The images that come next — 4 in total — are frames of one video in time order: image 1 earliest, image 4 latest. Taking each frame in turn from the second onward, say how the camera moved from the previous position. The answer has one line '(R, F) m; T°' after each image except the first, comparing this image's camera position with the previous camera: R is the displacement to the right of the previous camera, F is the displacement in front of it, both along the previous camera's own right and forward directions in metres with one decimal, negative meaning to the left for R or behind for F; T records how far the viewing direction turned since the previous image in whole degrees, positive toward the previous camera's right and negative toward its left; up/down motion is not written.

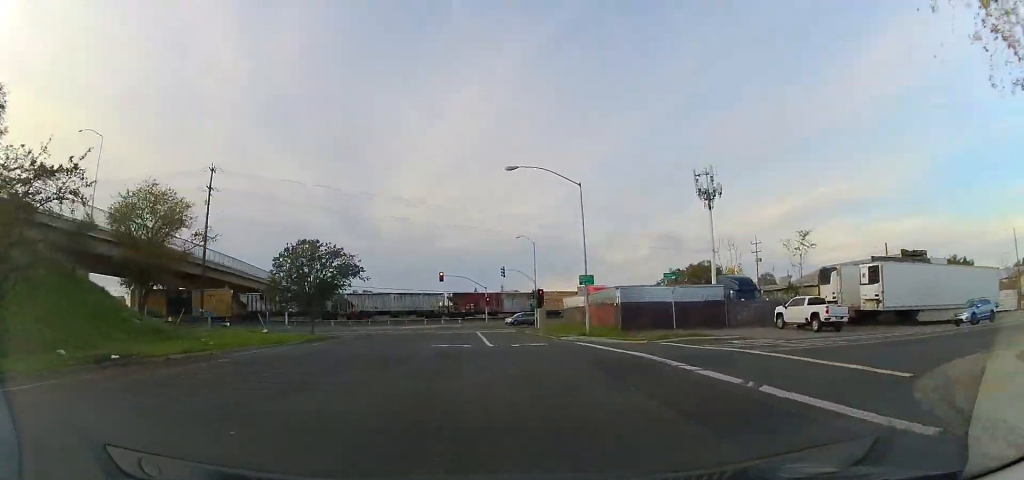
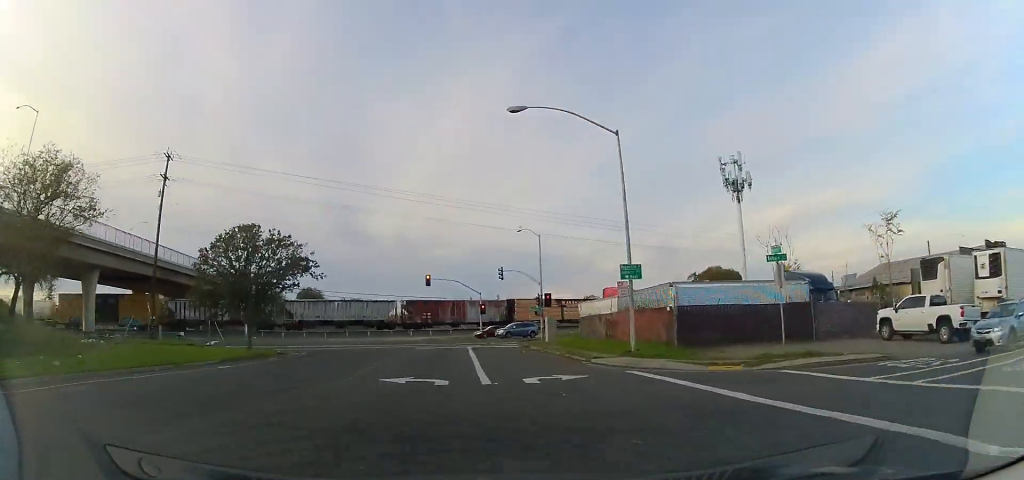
(+0.3, +11.8) m; +1°
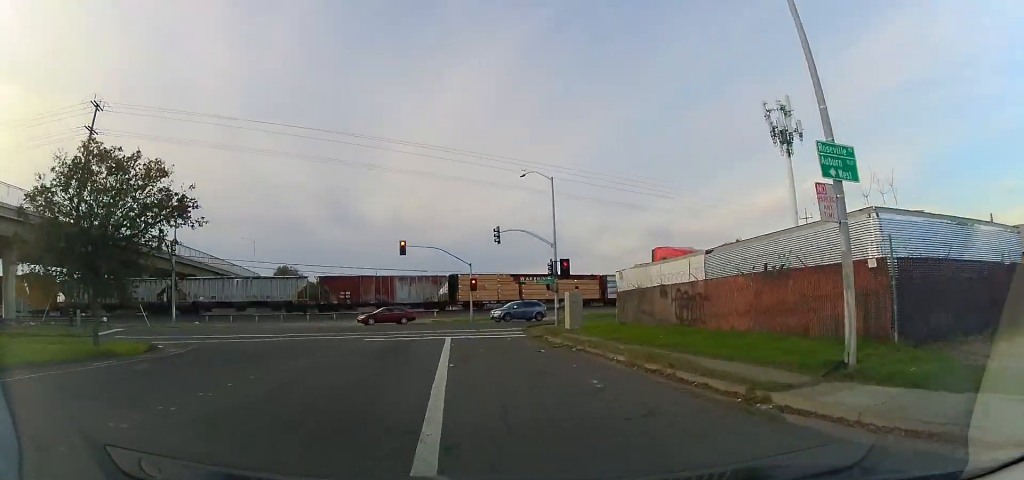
(0.0, +14.8) m; +1°
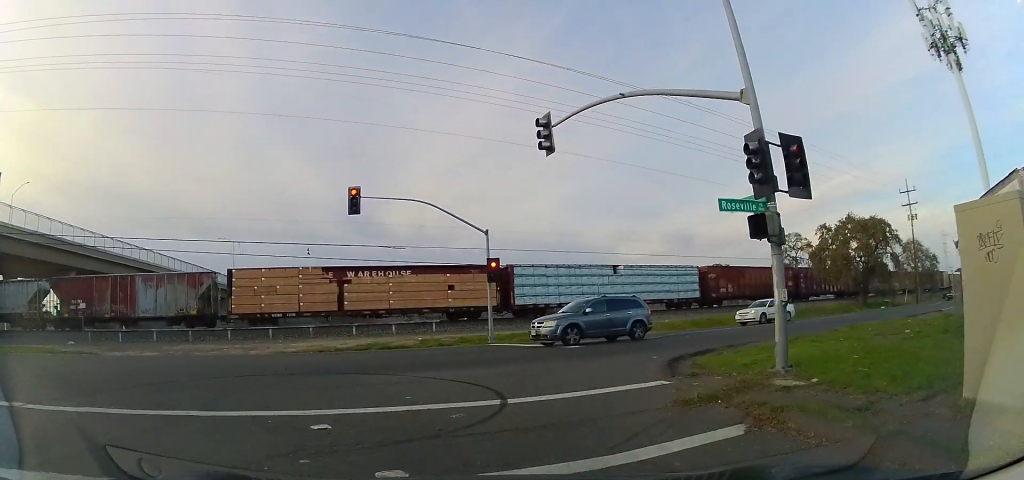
(-1.0, +27.7) m; -5°
